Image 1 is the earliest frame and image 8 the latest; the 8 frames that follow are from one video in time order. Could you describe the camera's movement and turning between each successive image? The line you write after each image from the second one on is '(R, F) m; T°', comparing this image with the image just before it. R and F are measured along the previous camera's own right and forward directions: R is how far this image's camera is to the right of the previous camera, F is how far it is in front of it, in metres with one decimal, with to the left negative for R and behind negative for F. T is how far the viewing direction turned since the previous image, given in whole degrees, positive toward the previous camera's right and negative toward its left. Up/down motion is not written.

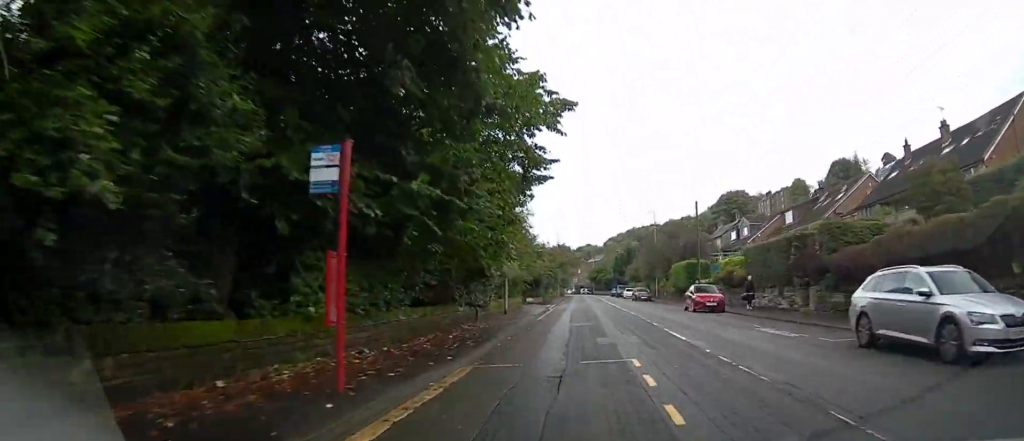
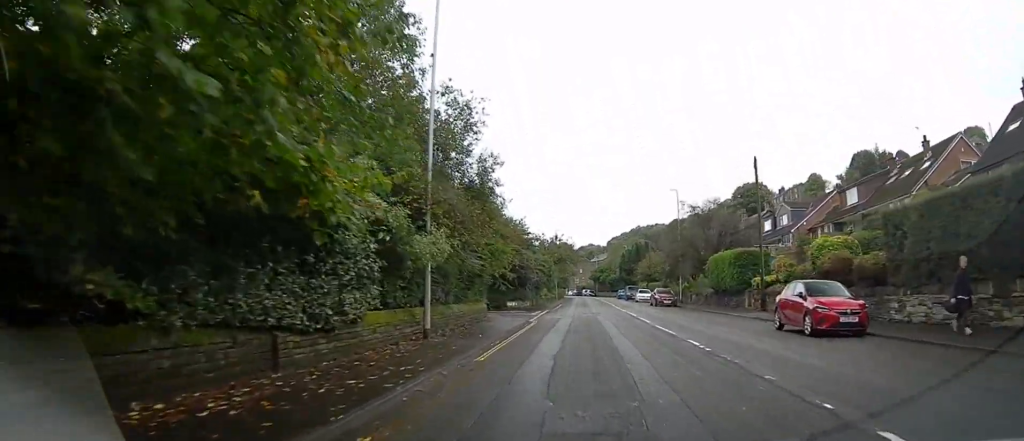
(+0.1, +15.2) m; 0°
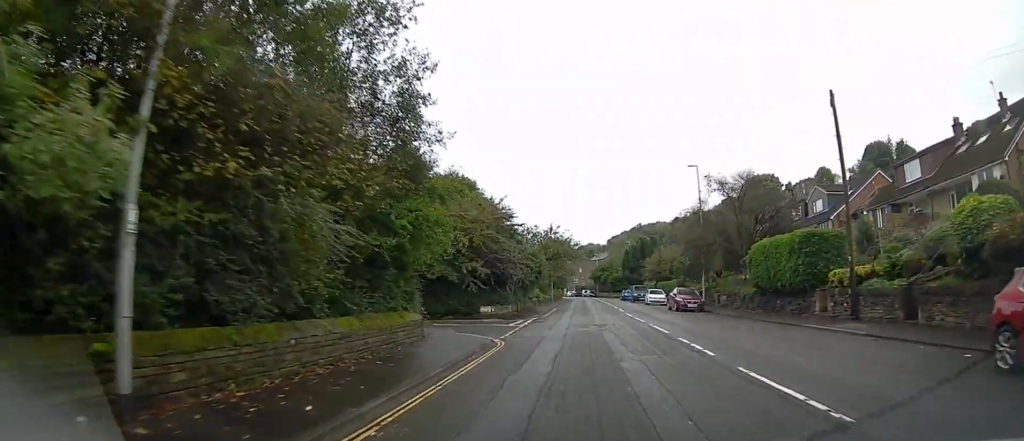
(-0.1, +9.8) m; 0°
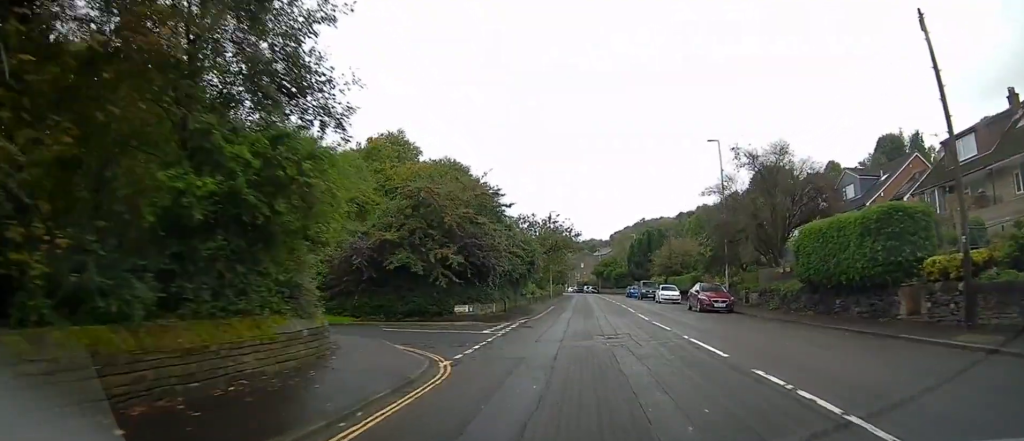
(0.0, +6.3) m; 0°
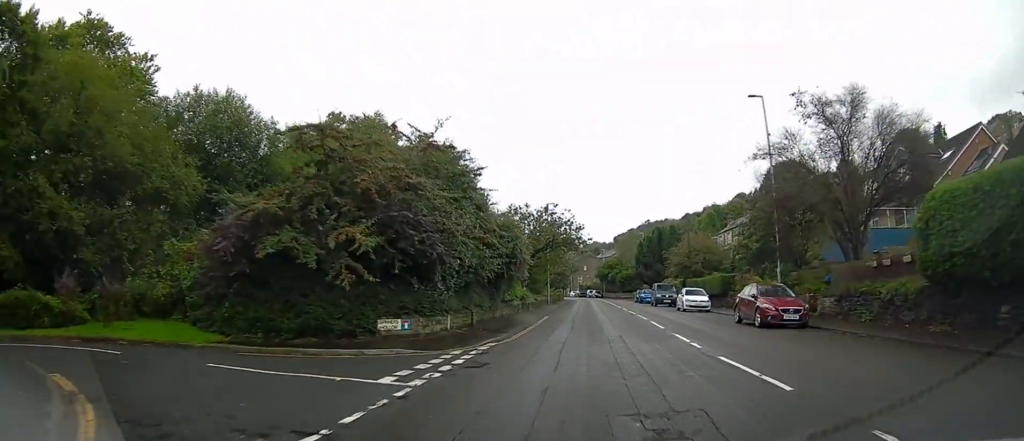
(0.0, +9.4) m; 0°
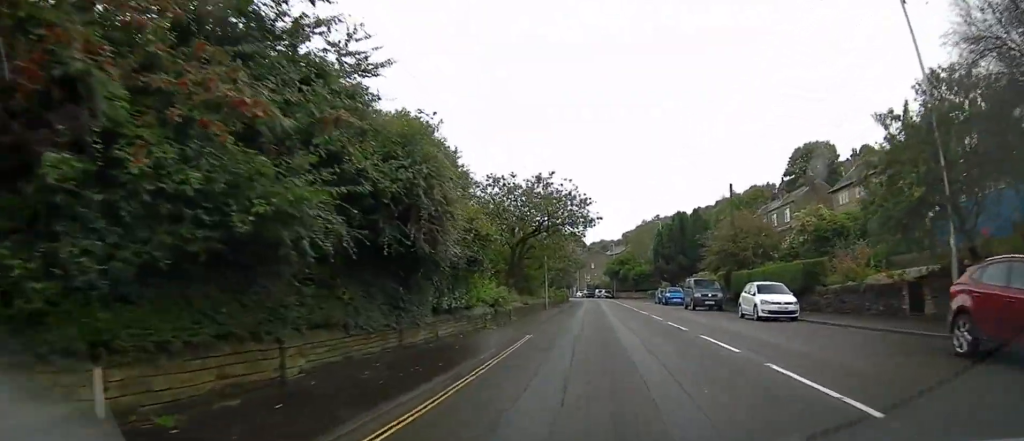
(-0.1, +12.8) m; 0°
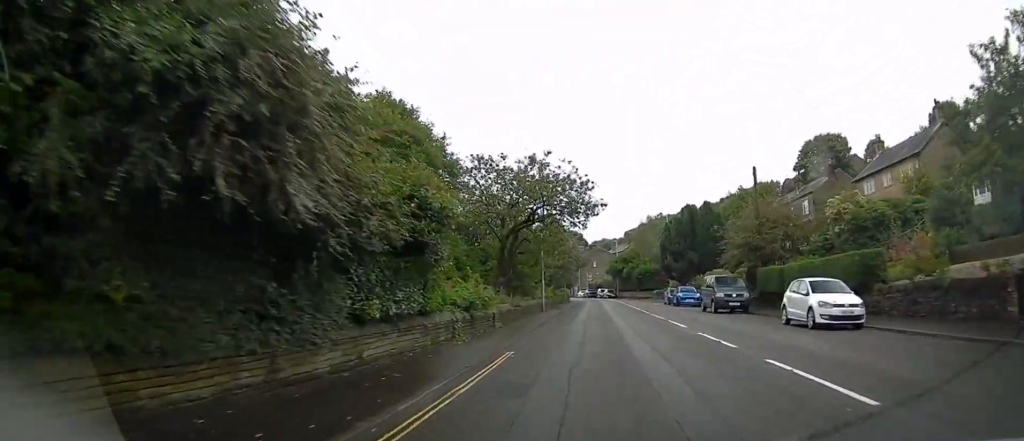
(0.0, +4.9) m; 0°
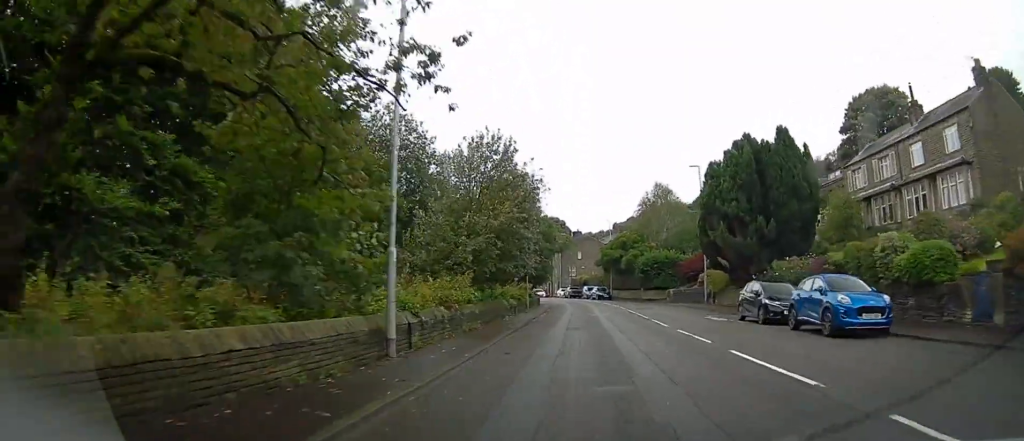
(-0.1, +27.5) m; 0°
